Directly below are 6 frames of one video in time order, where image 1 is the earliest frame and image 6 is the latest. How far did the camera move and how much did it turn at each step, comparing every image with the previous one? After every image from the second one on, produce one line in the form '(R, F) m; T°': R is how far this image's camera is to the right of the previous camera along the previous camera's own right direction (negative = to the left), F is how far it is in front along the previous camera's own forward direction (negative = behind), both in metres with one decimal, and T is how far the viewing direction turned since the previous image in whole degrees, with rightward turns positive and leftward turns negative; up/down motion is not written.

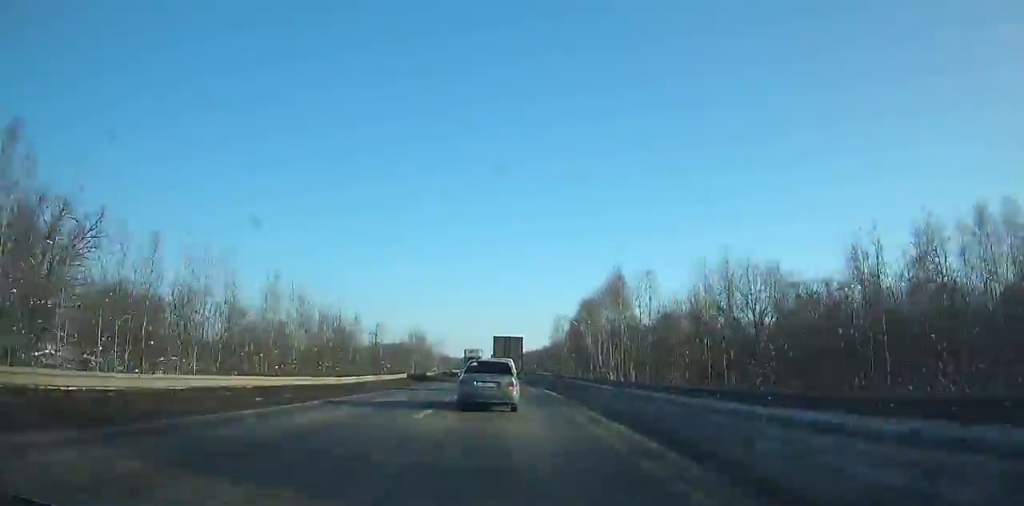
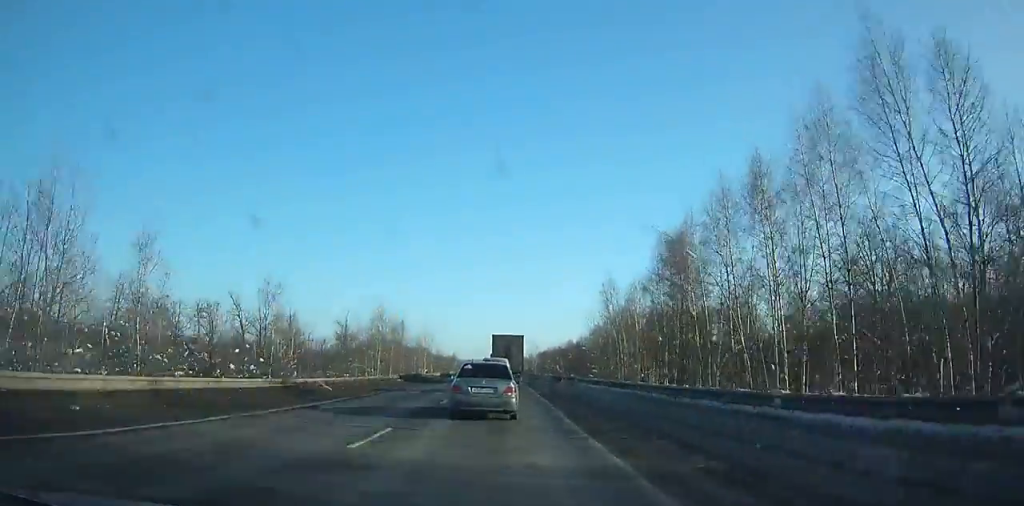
(-0.6, +51.2) m; -2°
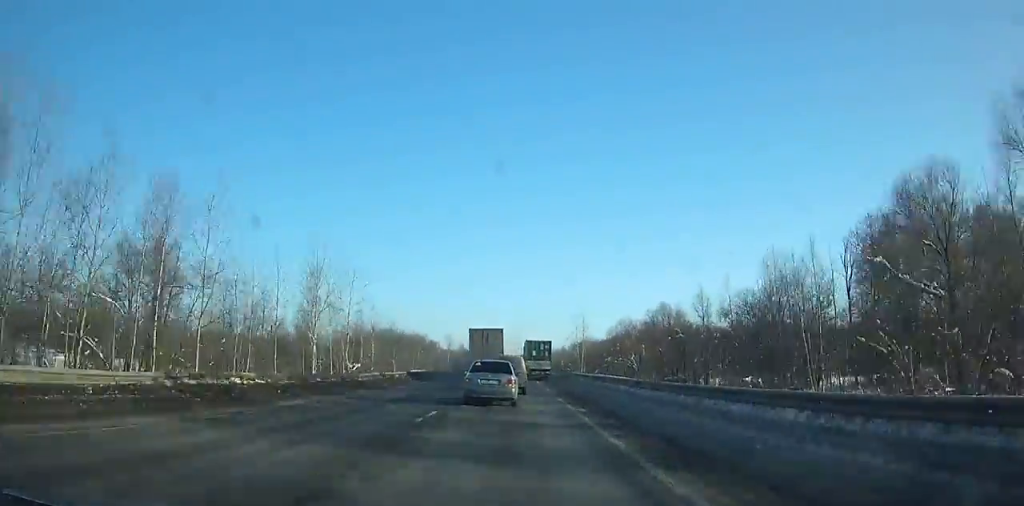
(-2.5, +91.8) m; -2°
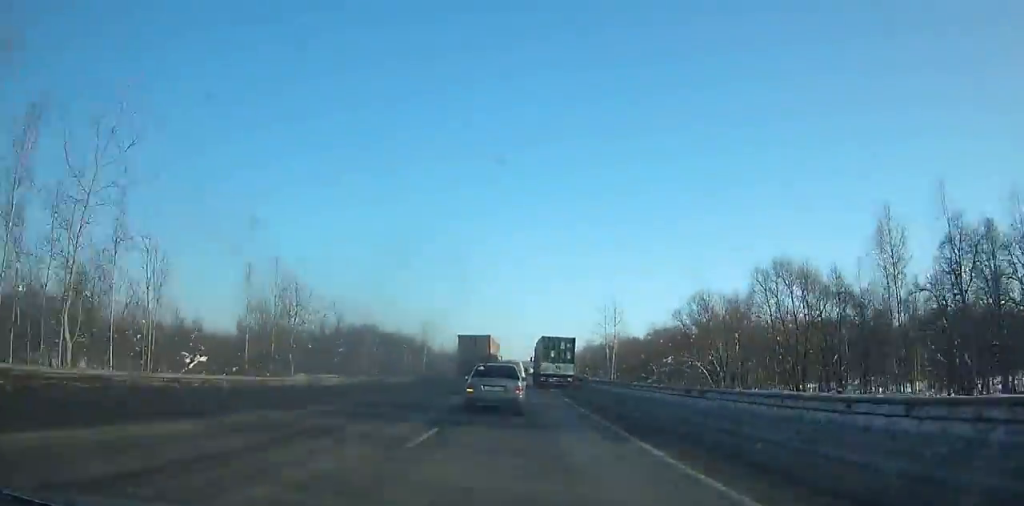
(-0.2, +41.9) m; -2°
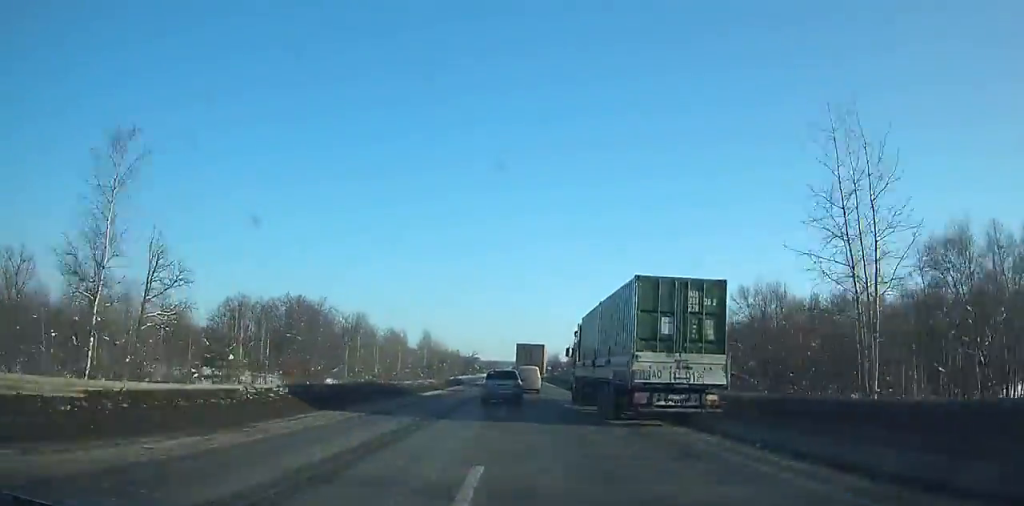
(+0.1, +83.6) m; +5°
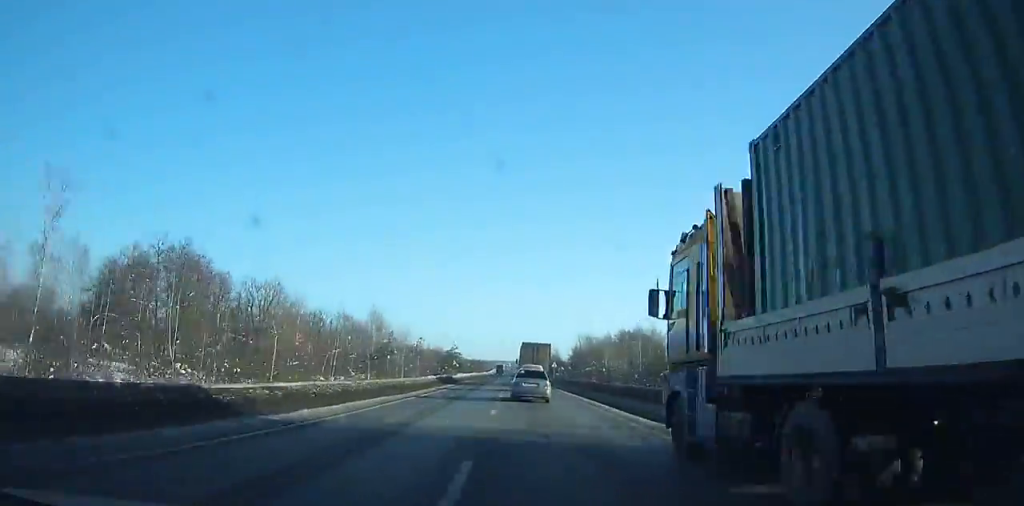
(+4.2, +47.5) m; +3°
